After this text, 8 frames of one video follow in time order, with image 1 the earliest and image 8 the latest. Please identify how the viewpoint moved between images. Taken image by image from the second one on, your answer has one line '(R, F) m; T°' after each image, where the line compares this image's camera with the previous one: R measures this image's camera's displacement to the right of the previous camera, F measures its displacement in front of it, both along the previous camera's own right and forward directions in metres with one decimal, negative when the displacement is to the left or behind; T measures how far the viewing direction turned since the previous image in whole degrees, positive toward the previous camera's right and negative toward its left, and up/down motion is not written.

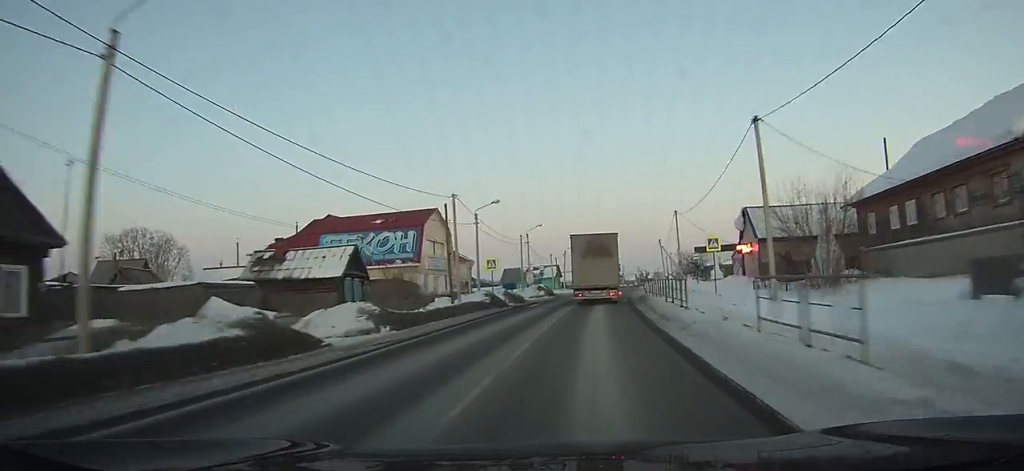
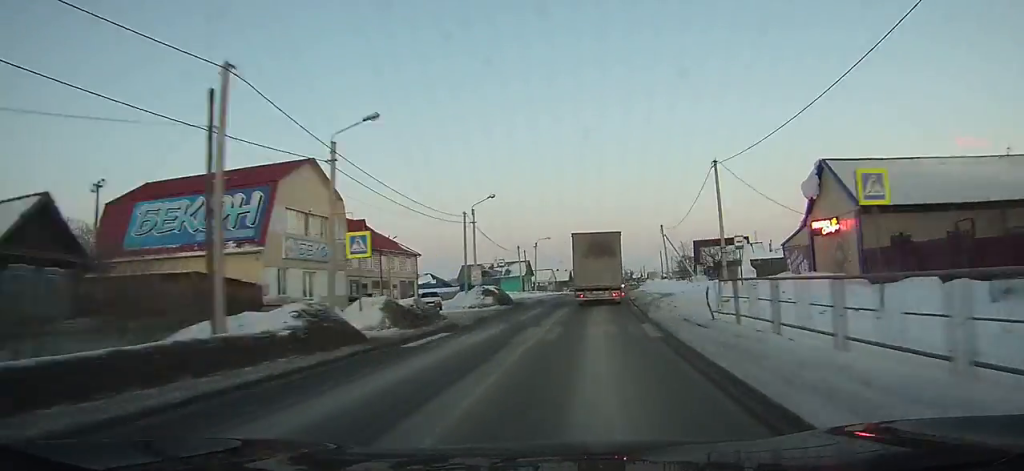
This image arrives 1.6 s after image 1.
(+0.4, +24.1) m; +2°
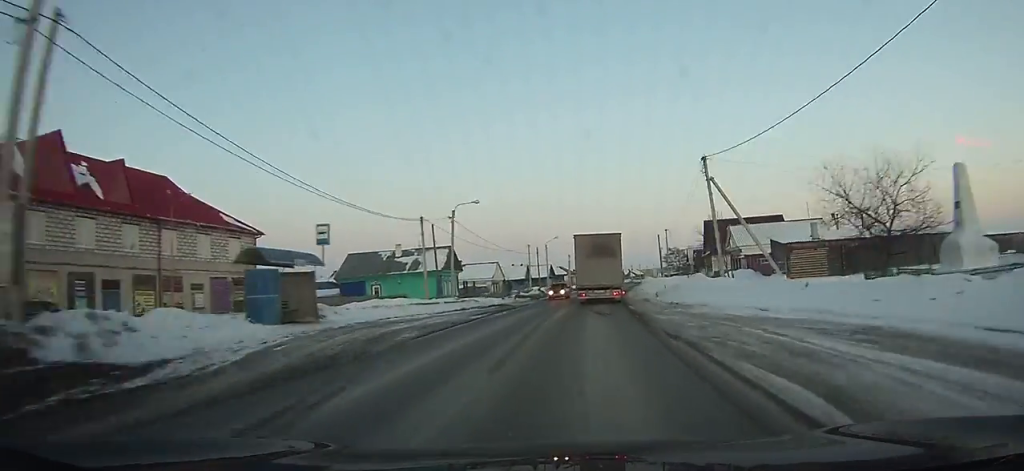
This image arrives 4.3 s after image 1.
(+1.3, +40.3) m; +3°
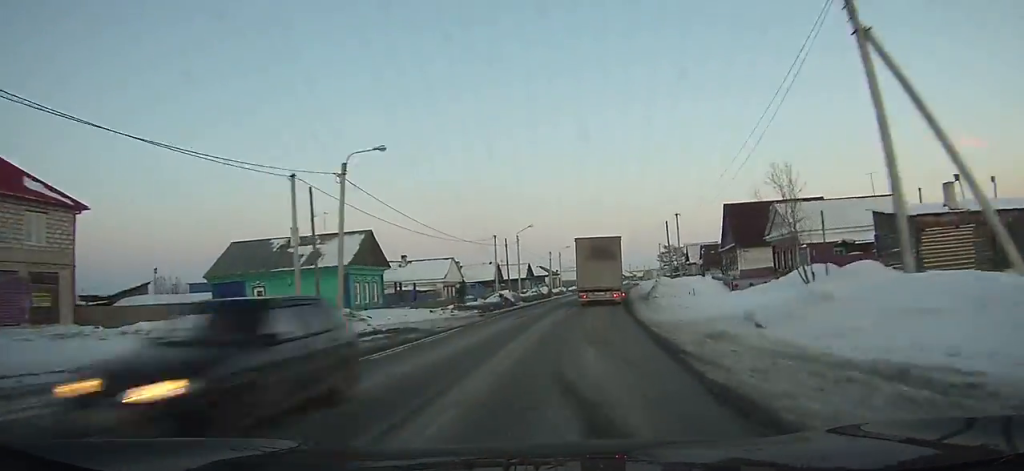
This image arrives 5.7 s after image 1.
(+0.2, +20.9) m; +2°
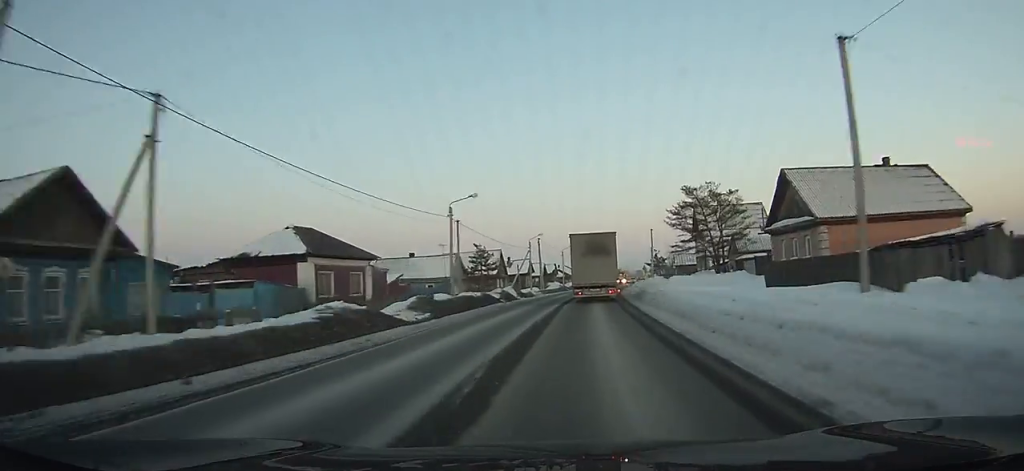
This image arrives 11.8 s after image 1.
(+4.3, +91.6) m; +5°
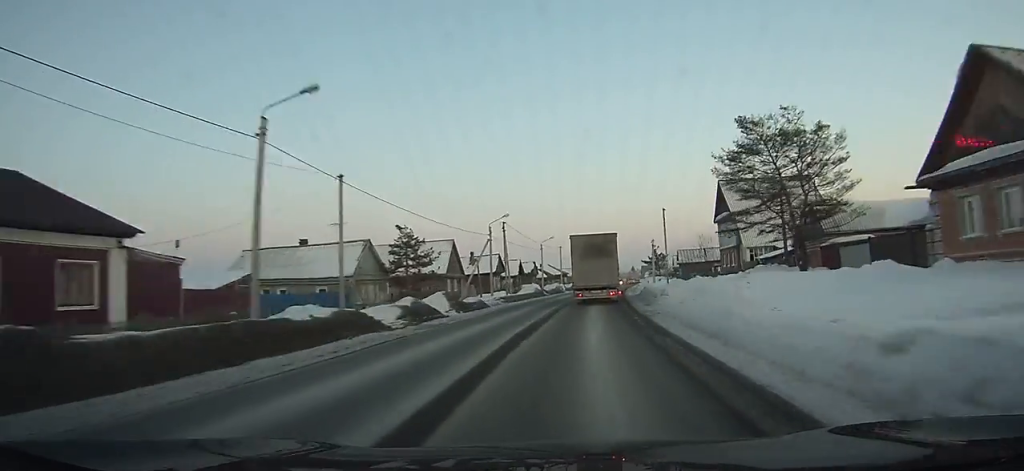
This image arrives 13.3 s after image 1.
(+0.4, +22.9) m; +2°
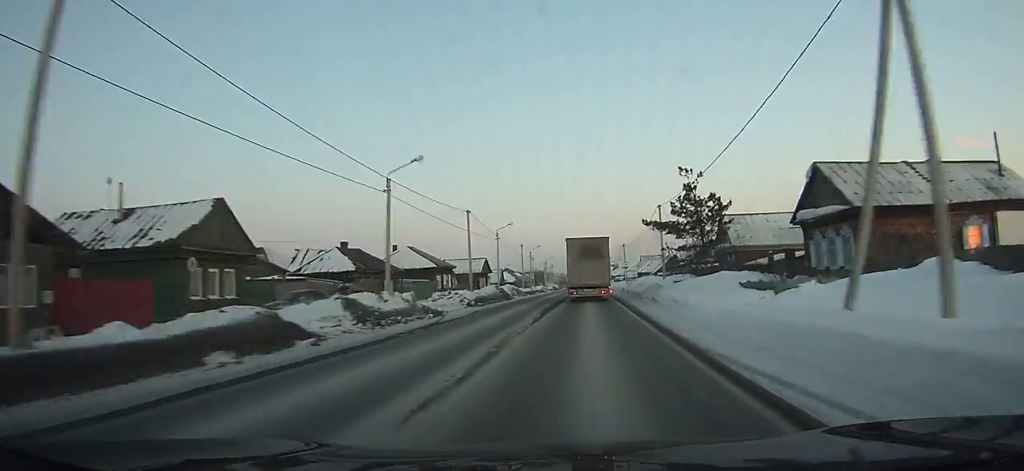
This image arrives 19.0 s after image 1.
(+5.7, +87.0) m; +7°
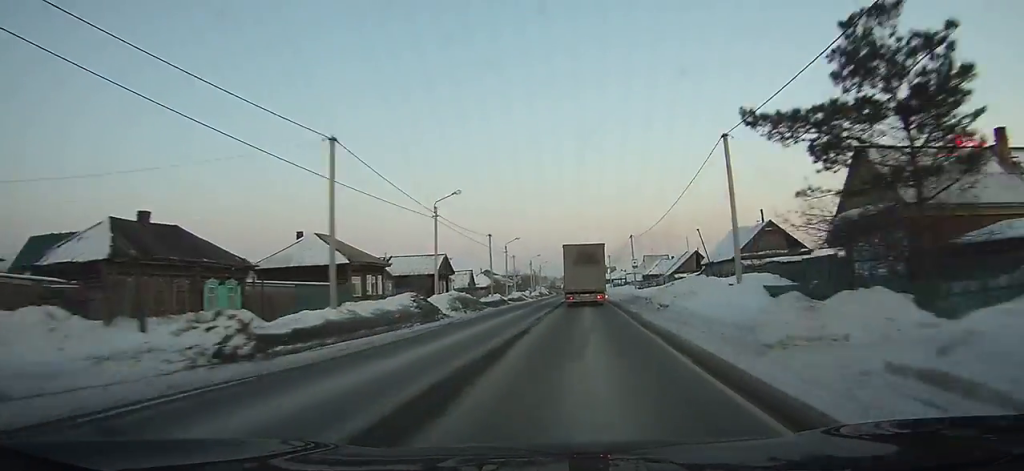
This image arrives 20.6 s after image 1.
(+0.3, +24.5) m; +1°
